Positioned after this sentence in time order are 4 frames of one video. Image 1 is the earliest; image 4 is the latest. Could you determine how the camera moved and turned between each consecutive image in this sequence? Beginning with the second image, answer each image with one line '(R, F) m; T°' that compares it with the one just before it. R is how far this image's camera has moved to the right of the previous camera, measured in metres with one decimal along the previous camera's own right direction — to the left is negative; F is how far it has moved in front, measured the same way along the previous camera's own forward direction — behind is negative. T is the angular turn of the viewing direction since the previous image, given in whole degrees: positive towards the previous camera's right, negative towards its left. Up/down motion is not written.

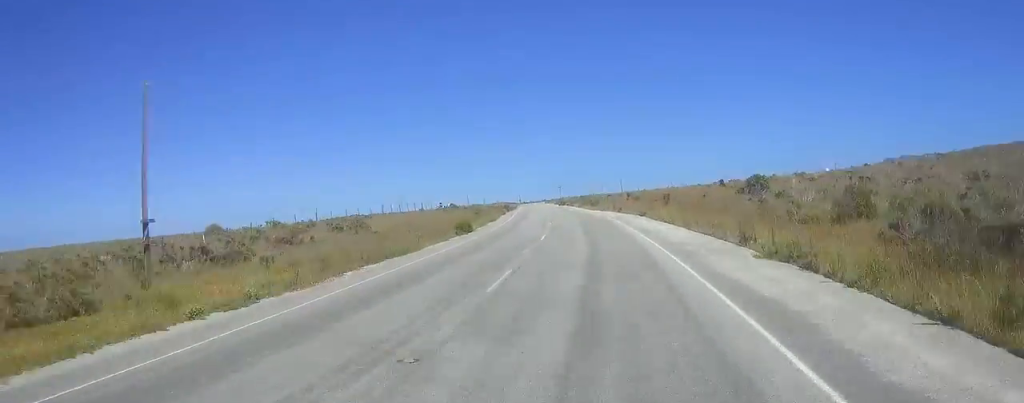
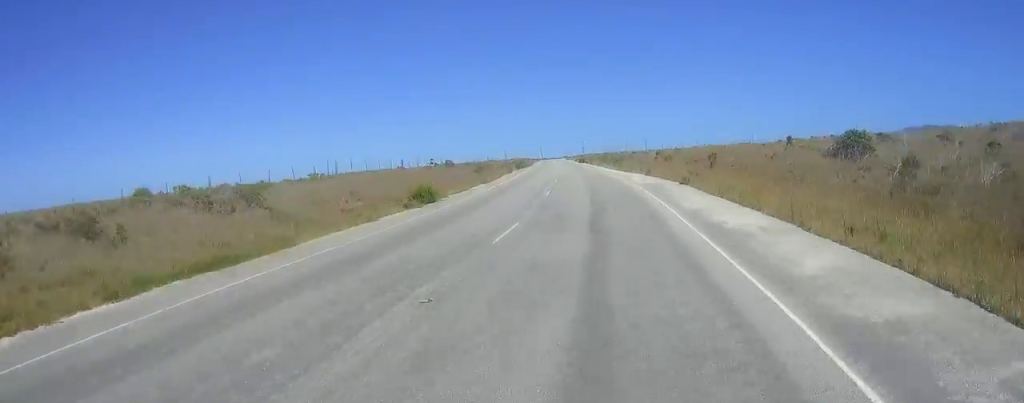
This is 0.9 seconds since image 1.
(-0.2, +13.8) m; 0°
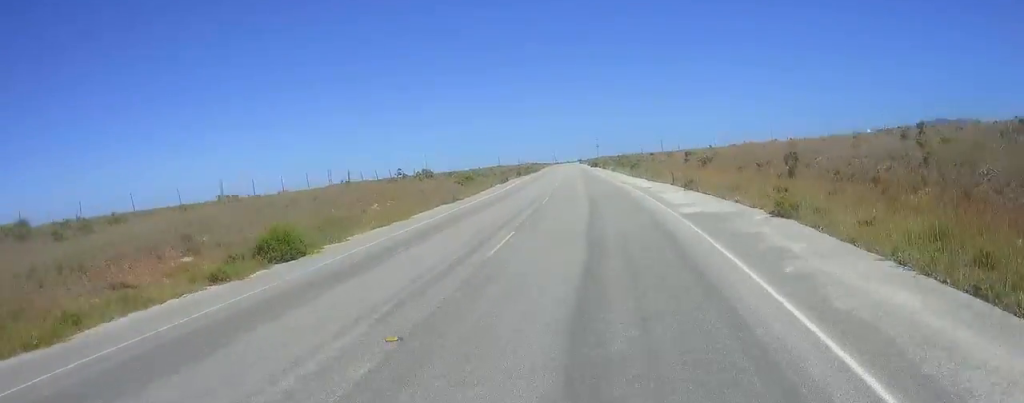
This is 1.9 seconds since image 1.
(+0.2, +15.2) m; 0°
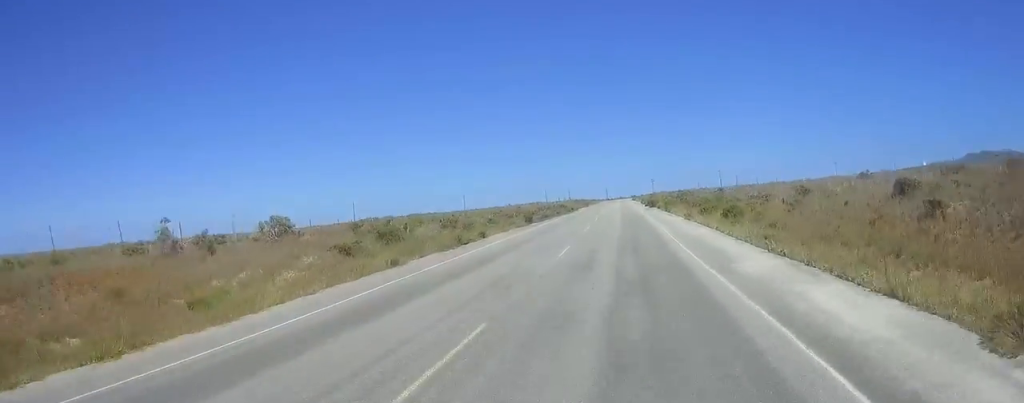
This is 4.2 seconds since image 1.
(-1.9, +35.1) m; -5°
